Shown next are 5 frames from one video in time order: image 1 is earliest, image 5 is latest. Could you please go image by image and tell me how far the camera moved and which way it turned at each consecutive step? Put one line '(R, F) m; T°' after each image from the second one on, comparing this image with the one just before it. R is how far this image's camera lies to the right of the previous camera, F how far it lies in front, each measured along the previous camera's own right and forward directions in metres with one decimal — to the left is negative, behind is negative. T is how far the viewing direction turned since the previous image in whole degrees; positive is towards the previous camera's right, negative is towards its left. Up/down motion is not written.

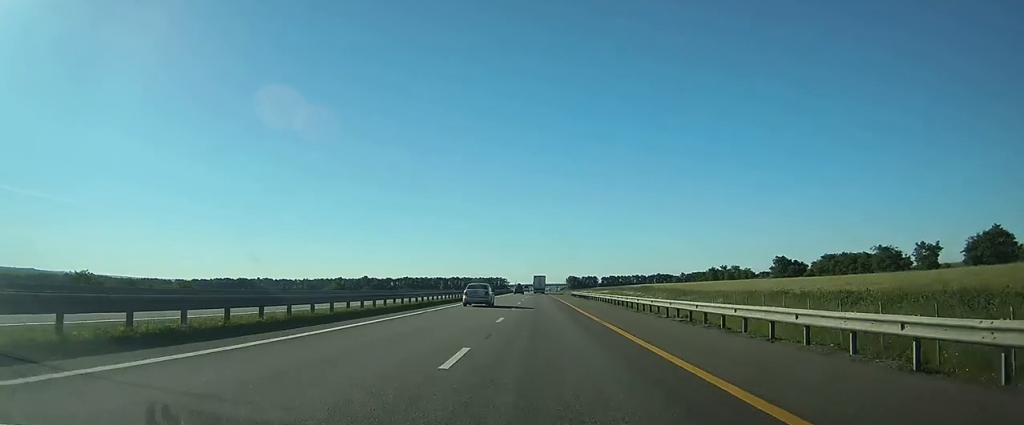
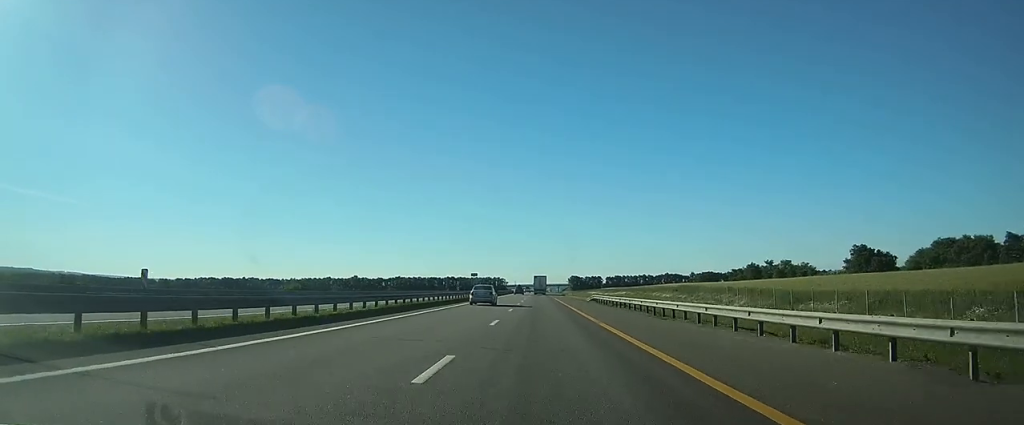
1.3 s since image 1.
(-0.1, +37.1) m; 0°
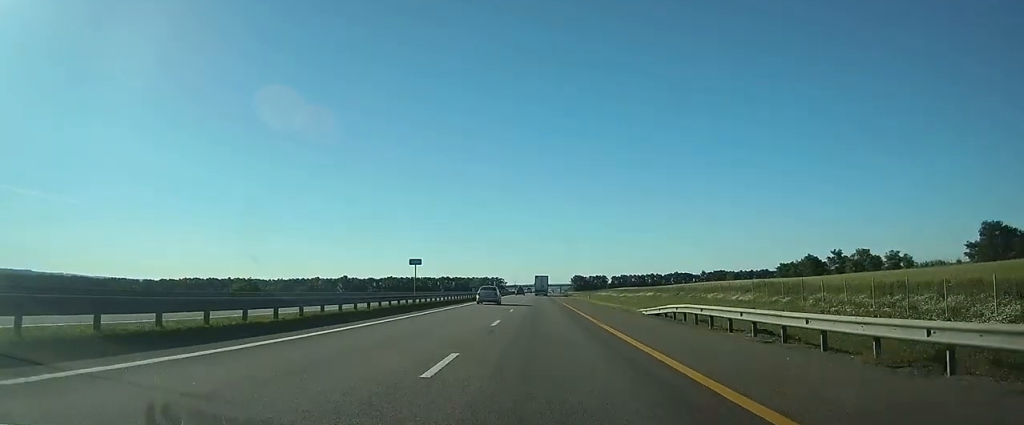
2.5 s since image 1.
(0.0, +35.3) m; 0°
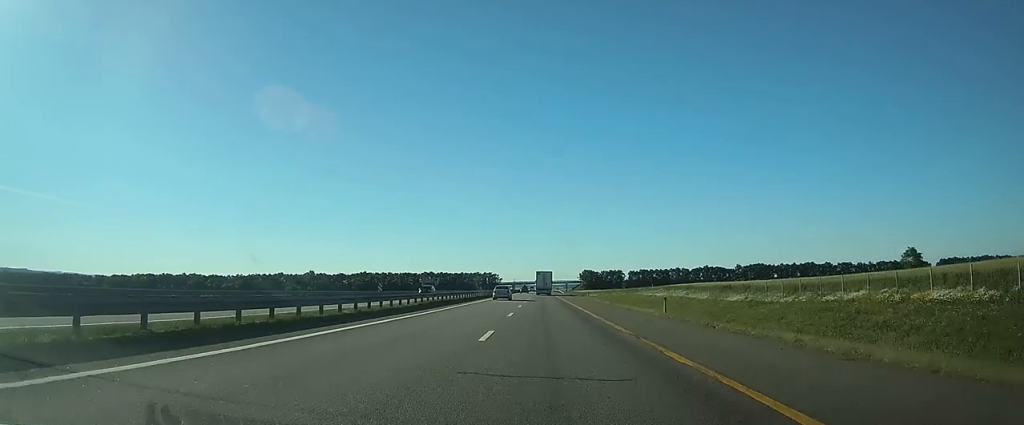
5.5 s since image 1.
(-0.3, +90.4) m; 0°
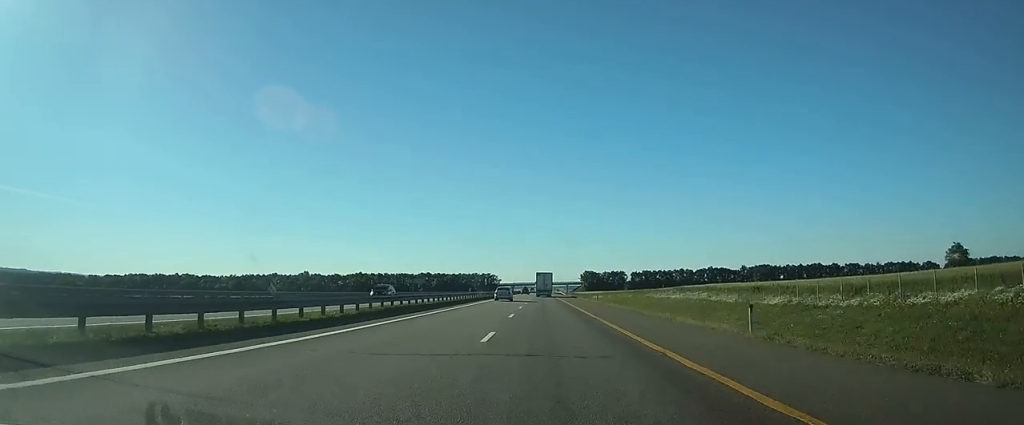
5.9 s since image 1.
(0.0, +11.8) m; 0°
